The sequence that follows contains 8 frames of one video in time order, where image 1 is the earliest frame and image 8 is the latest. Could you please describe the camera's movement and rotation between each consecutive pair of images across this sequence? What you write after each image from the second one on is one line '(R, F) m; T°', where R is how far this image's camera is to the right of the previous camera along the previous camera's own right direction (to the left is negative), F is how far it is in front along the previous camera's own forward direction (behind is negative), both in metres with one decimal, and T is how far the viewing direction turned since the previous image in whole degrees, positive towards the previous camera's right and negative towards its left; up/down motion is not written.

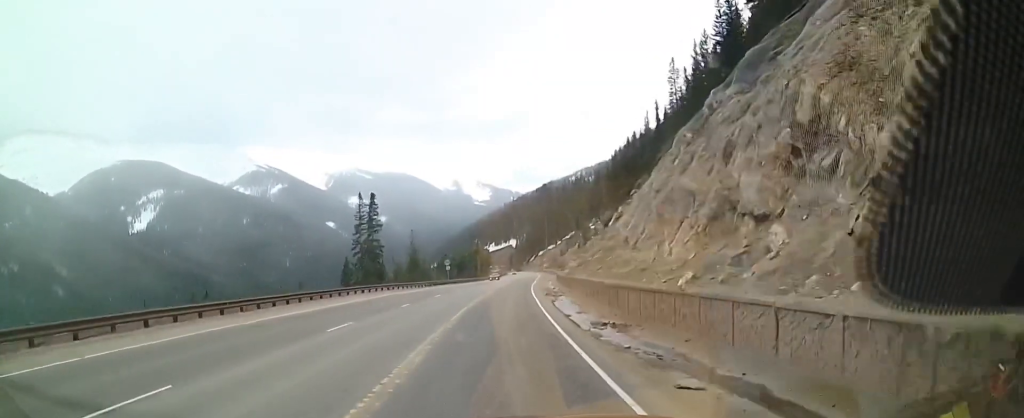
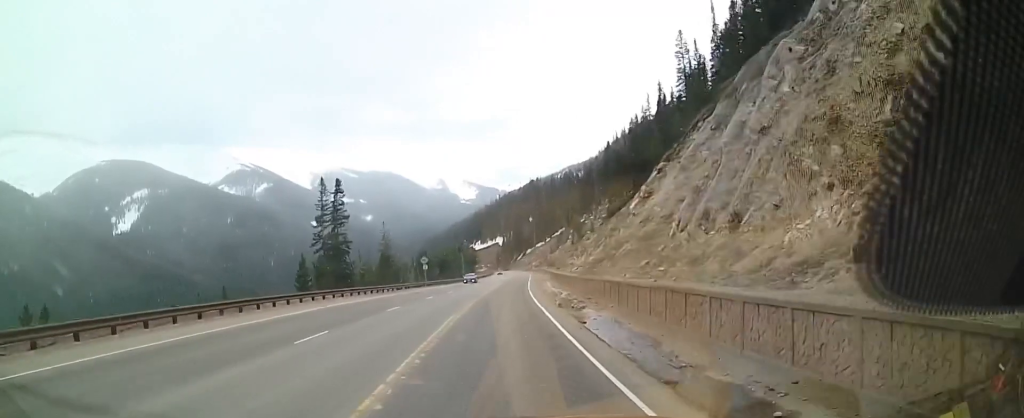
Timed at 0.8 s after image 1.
(-0.2, +15.1) m; -1°
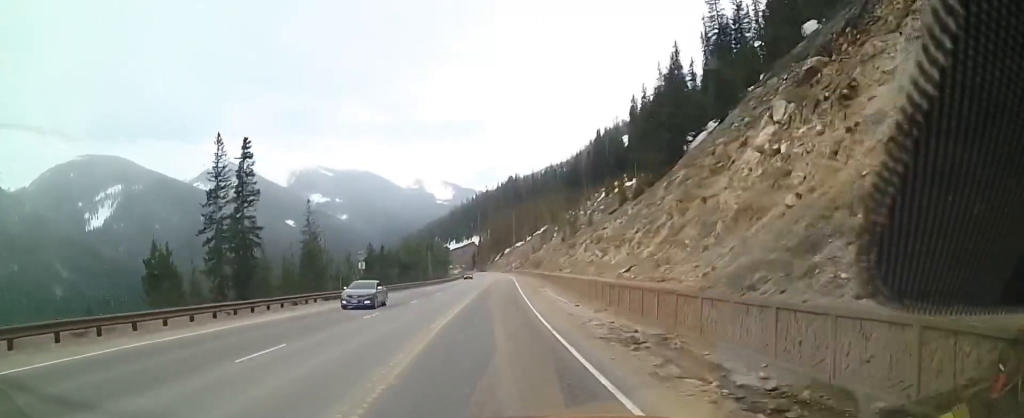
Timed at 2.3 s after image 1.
(-0.2, +27.2) m; +1°
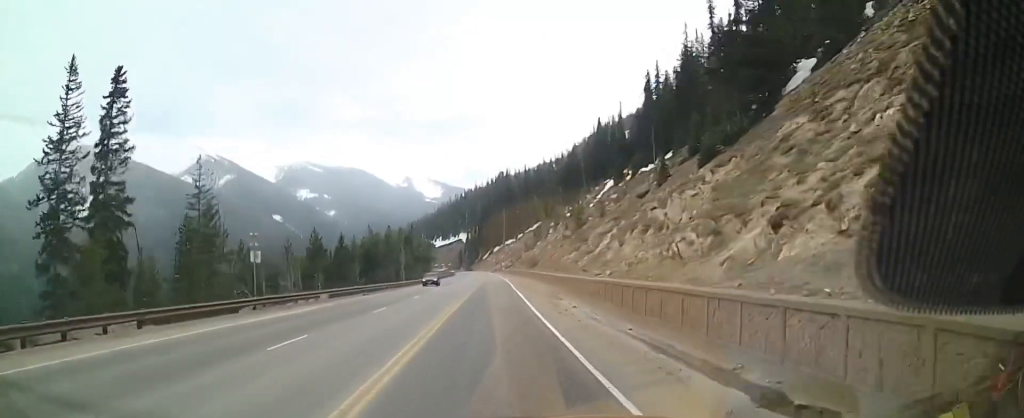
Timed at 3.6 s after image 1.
(+0.6, +22.6) m; +2°
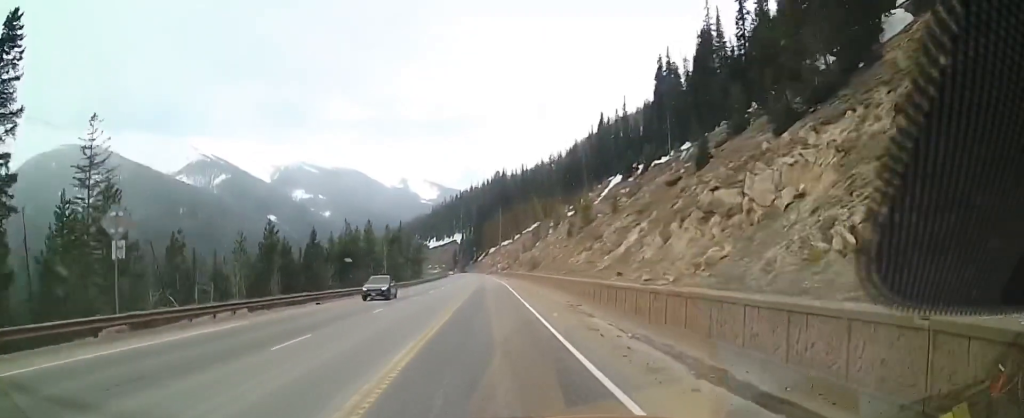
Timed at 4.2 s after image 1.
(+0.2, +12.4) m; +1°
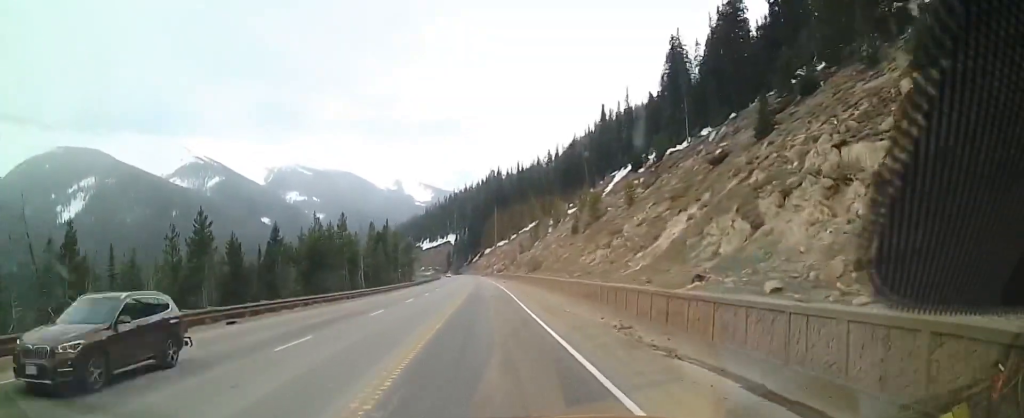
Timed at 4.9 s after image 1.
(-0.3, +12.5) m; +1°
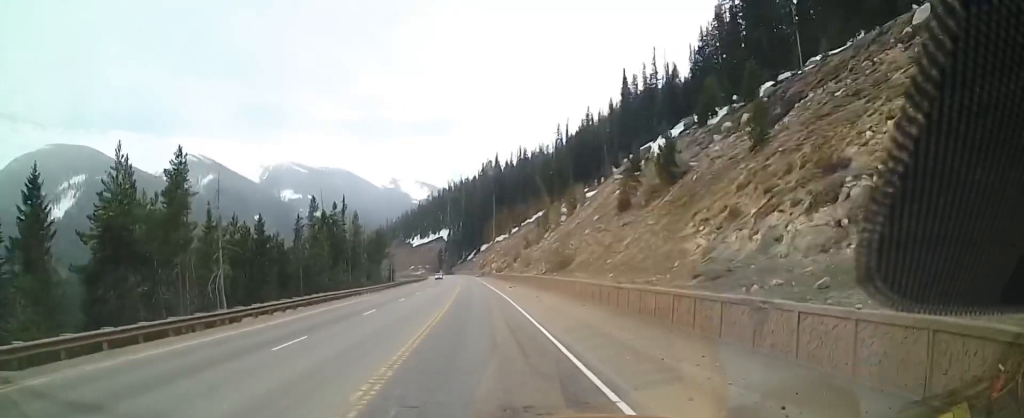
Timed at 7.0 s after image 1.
(+1.2, +38.2) m; +1°
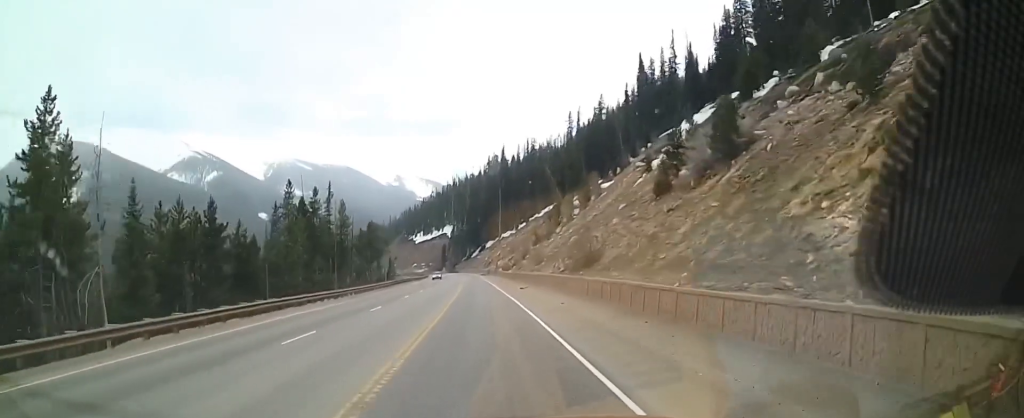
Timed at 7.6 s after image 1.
(0.0, +12.1) m; 0°
